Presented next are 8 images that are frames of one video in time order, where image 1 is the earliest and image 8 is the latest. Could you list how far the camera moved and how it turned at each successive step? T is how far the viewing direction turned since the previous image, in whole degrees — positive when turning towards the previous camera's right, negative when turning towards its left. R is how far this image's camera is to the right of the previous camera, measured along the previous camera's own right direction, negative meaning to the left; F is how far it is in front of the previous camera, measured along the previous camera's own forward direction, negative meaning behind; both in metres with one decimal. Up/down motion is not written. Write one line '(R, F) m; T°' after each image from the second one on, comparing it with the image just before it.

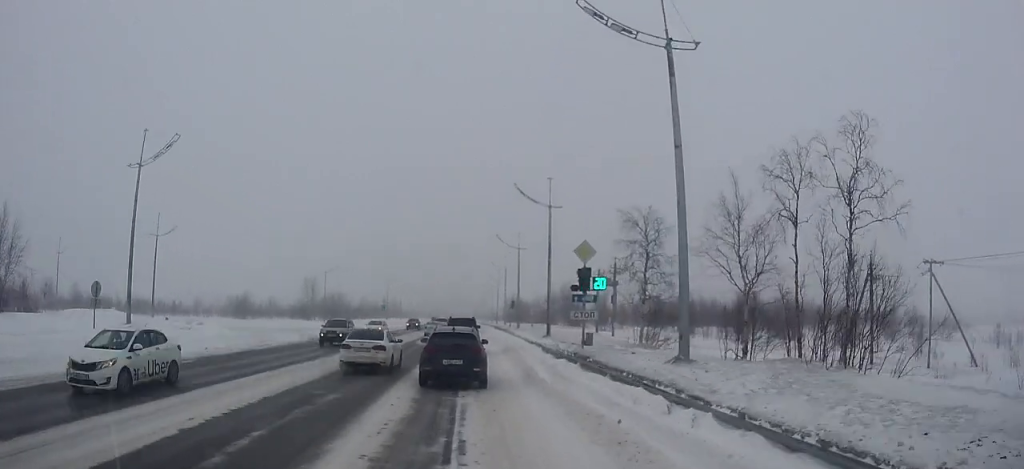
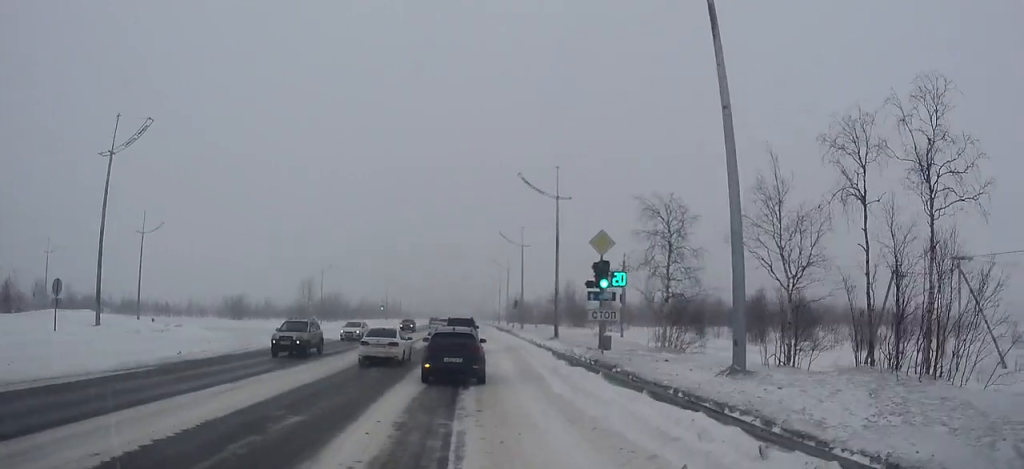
(0.0, +3.4) m; 0°
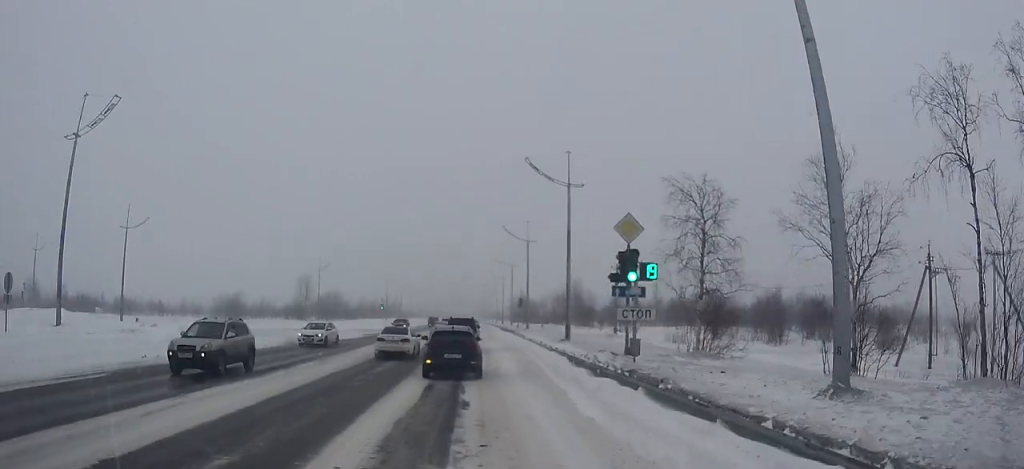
(0.0, +3.7) m; 0°
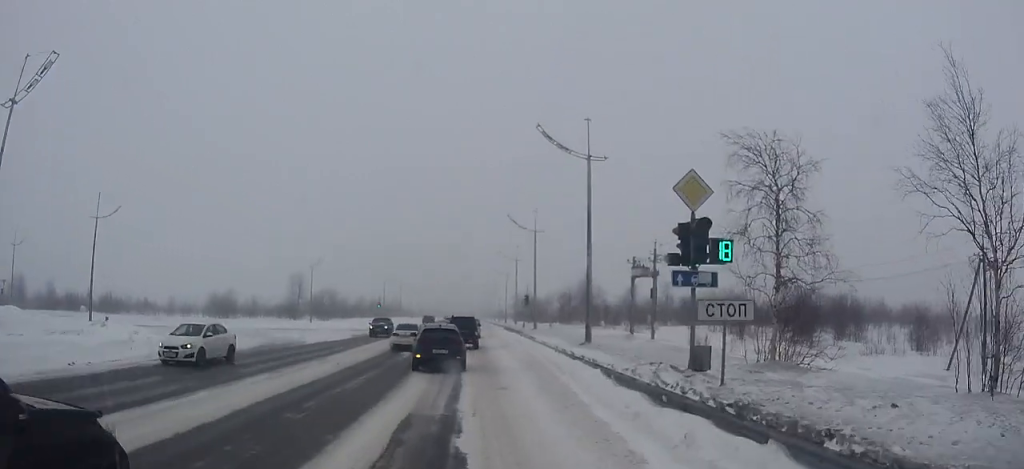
(0.0, +5.6) m; 0°
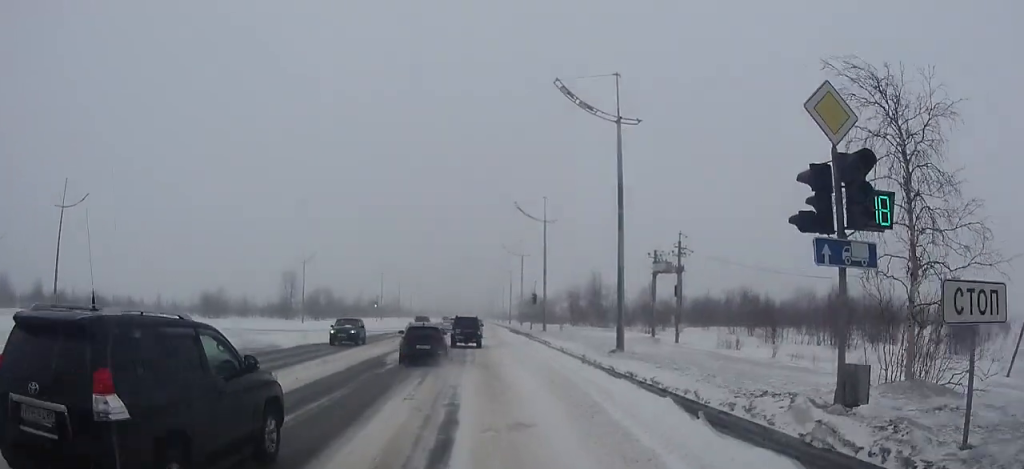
(0.0, +5.6) m; 0°
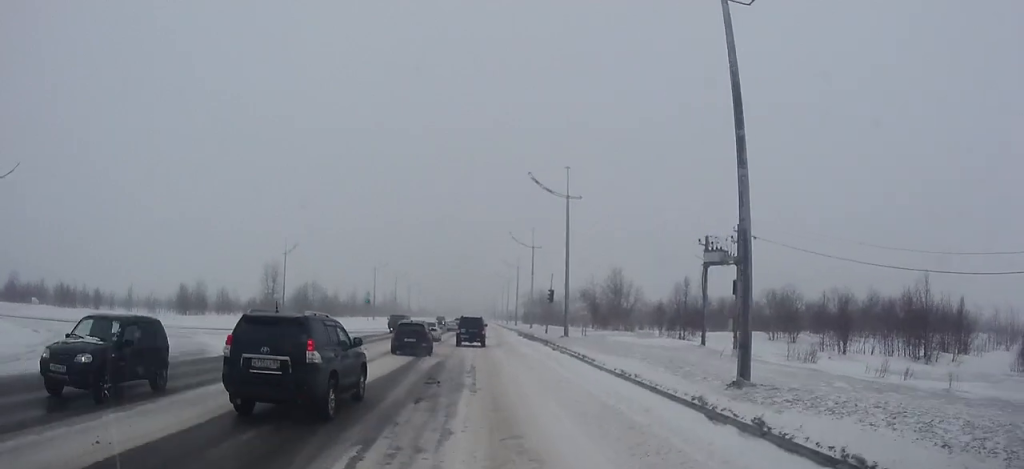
(0.0, +10.2) m; 0°
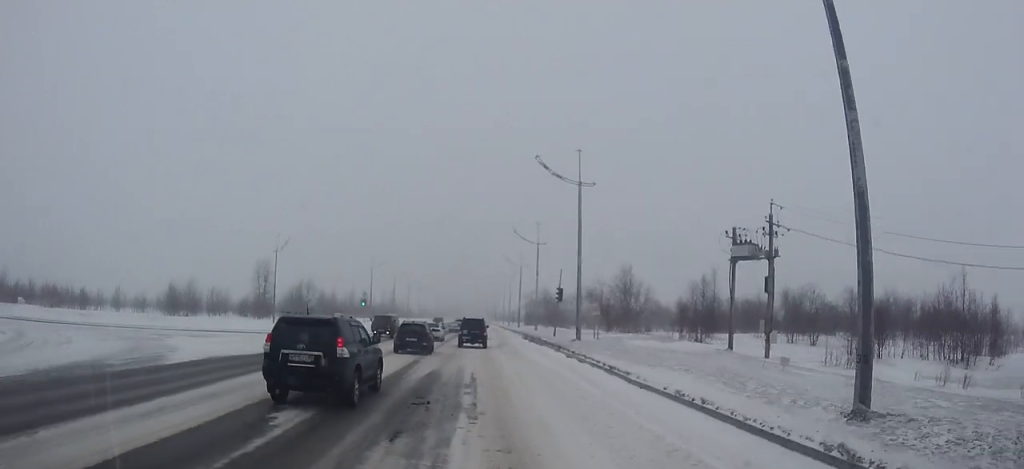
(0.0, +4.0) m; 0°
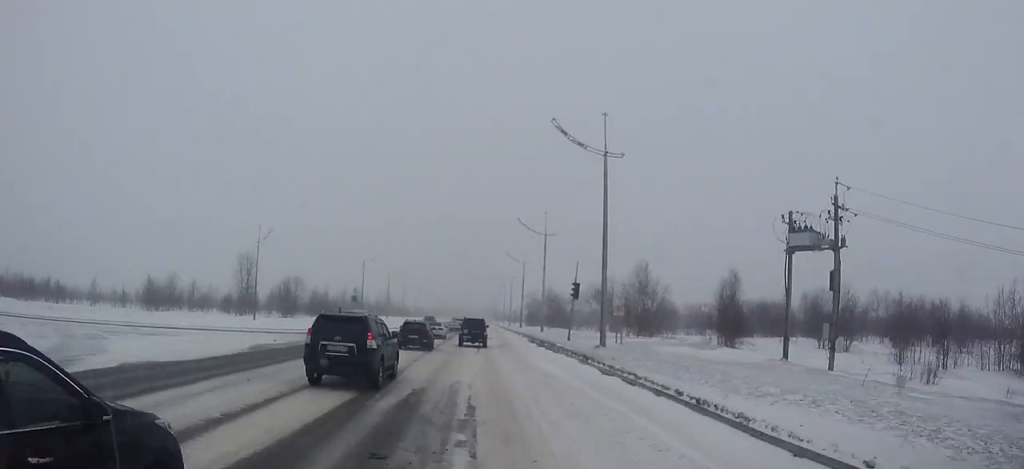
(0.0, +6.3) m; 0°
